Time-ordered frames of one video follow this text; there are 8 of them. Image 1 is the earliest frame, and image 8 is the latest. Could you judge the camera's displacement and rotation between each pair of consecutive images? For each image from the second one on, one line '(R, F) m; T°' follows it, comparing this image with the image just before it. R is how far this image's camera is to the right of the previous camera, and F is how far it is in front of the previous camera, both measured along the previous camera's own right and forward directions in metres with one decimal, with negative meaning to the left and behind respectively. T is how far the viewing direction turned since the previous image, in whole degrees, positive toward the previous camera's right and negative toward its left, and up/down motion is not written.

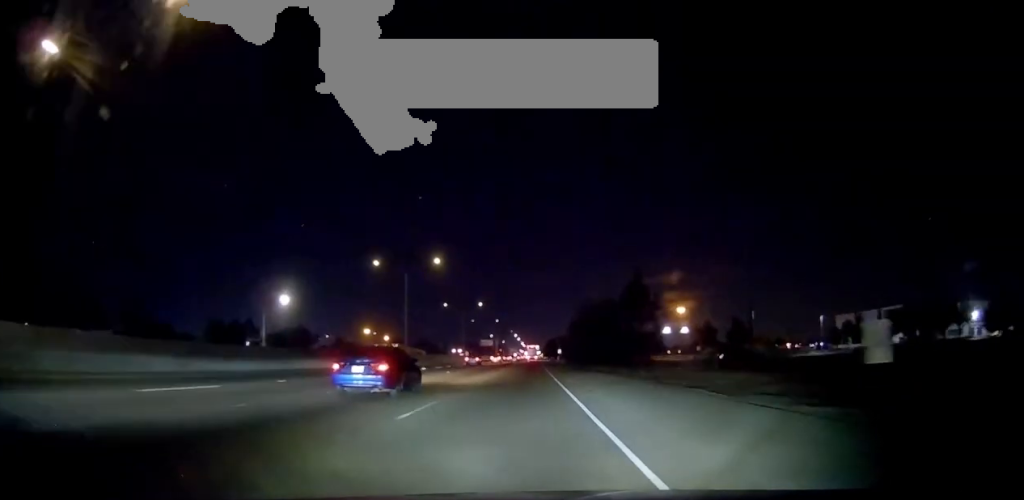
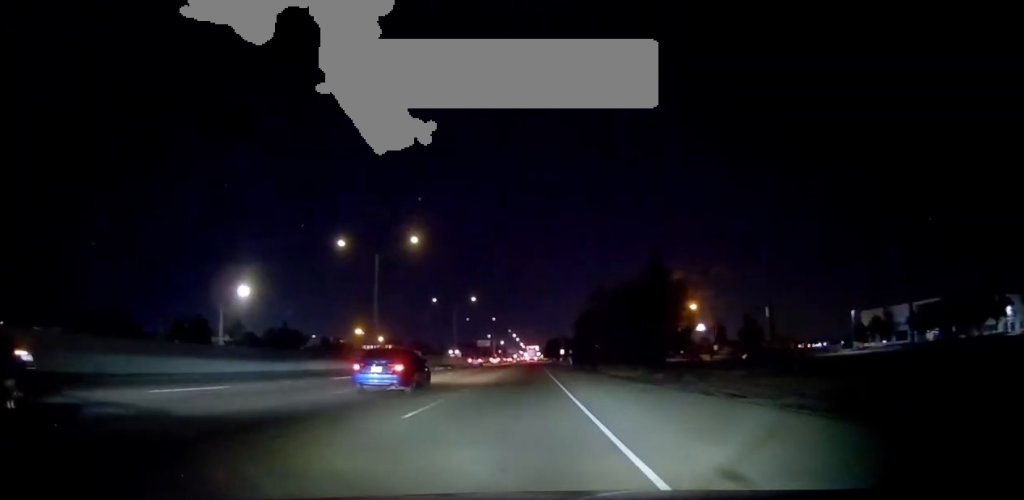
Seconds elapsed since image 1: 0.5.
(-0.4, +13.9) m; 0°
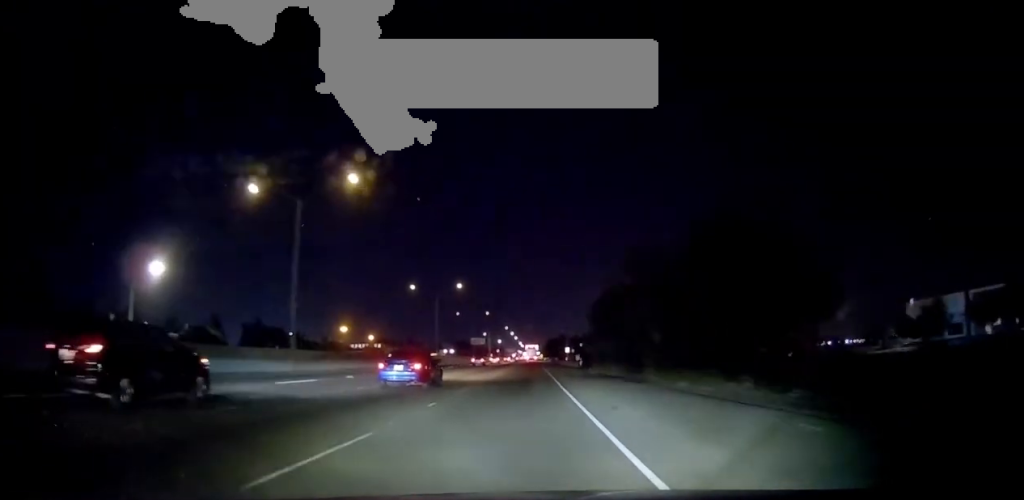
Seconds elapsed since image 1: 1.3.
(+0.5, +21.0) m; +1°
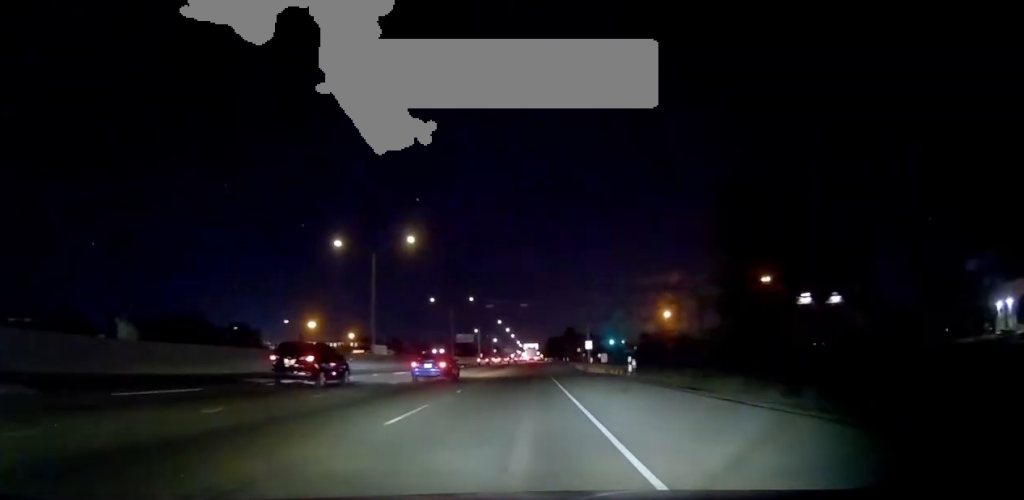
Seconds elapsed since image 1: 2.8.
(+0.2, +38.5) m; +1°
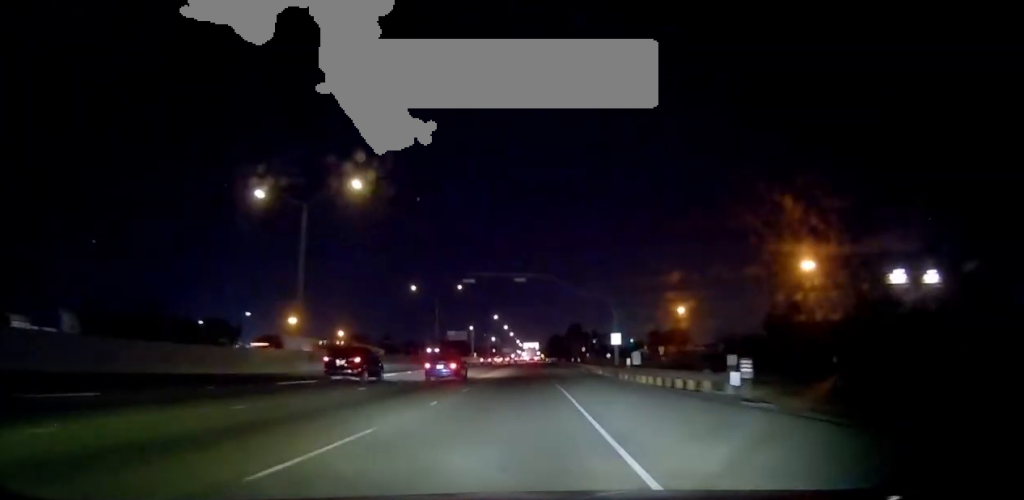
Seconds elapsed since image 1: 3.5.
(-0.1, +19.2) m; +1°
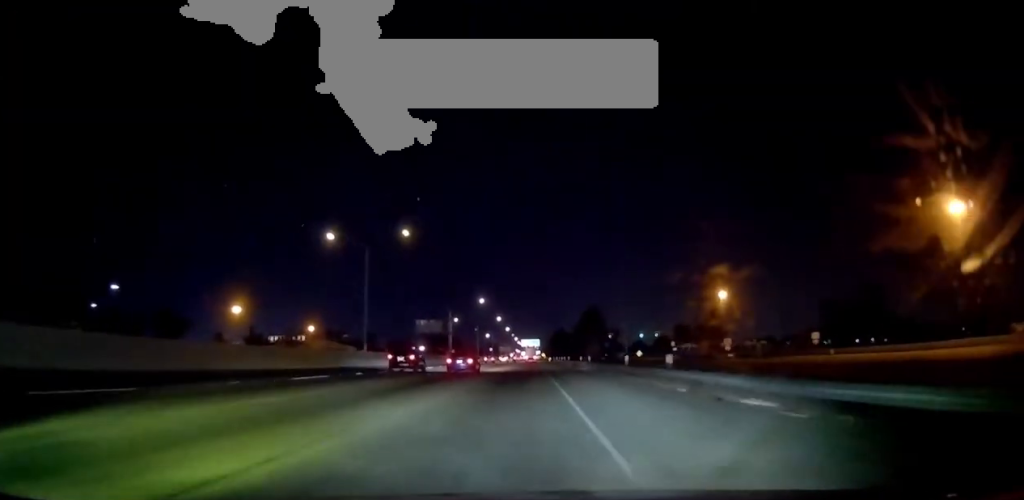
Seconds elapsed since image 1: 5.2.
(+0.2, +42.7) m; -2°
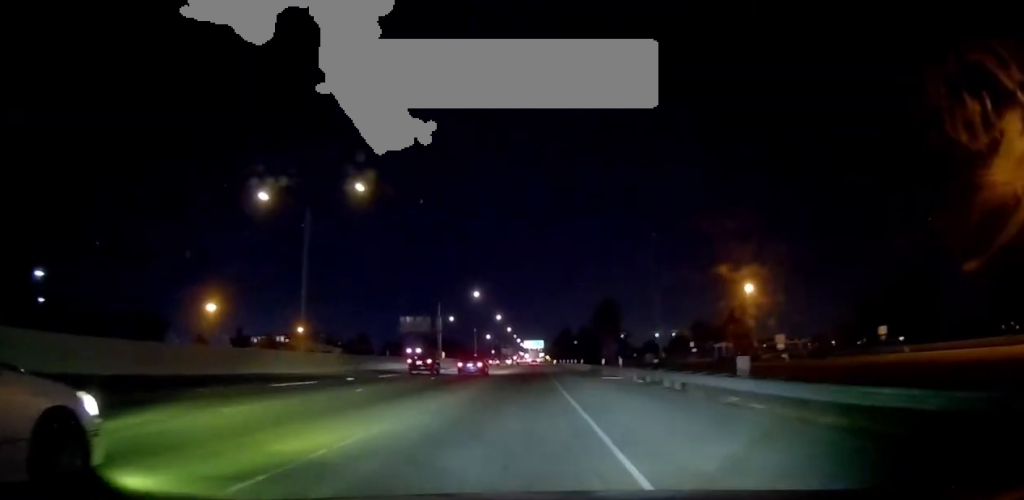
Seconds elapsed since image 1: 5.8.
(-0.2, +16.7) m; -1°
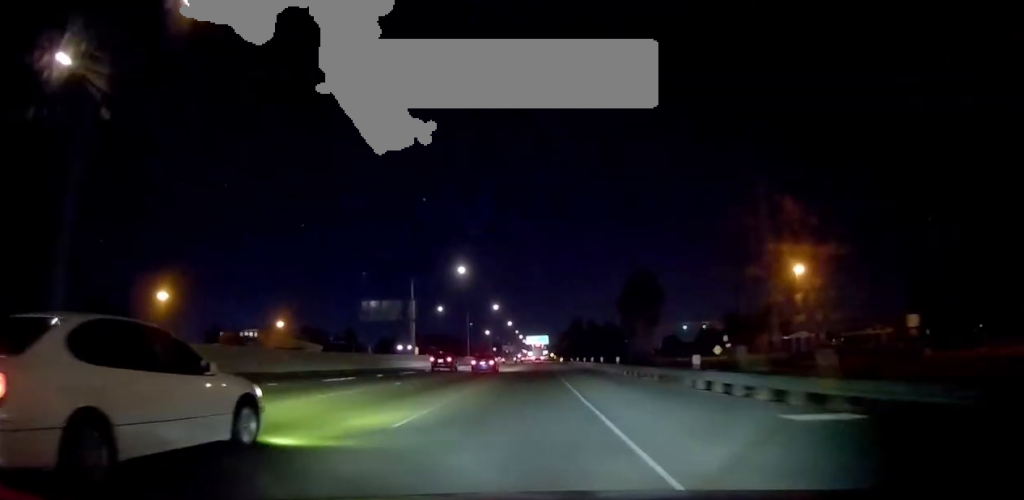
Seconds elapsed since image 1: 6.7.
(-0.4, +24.6) m; 0°
